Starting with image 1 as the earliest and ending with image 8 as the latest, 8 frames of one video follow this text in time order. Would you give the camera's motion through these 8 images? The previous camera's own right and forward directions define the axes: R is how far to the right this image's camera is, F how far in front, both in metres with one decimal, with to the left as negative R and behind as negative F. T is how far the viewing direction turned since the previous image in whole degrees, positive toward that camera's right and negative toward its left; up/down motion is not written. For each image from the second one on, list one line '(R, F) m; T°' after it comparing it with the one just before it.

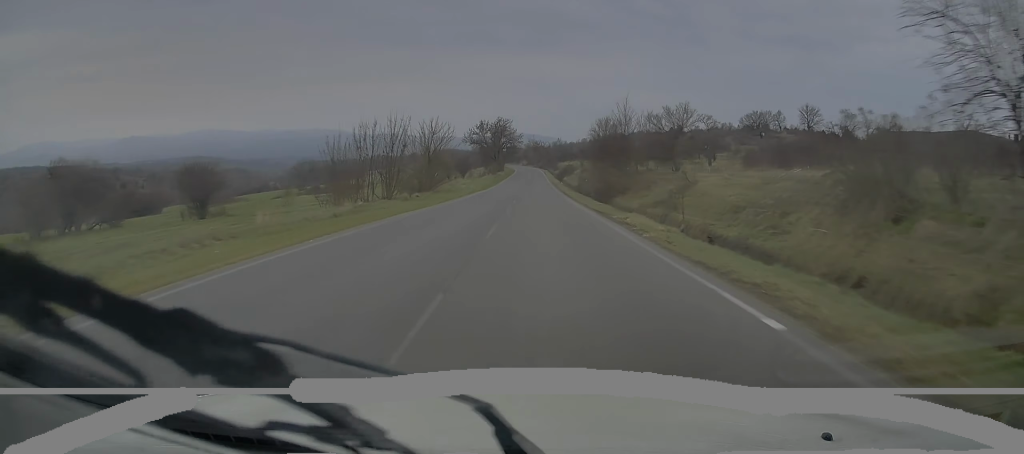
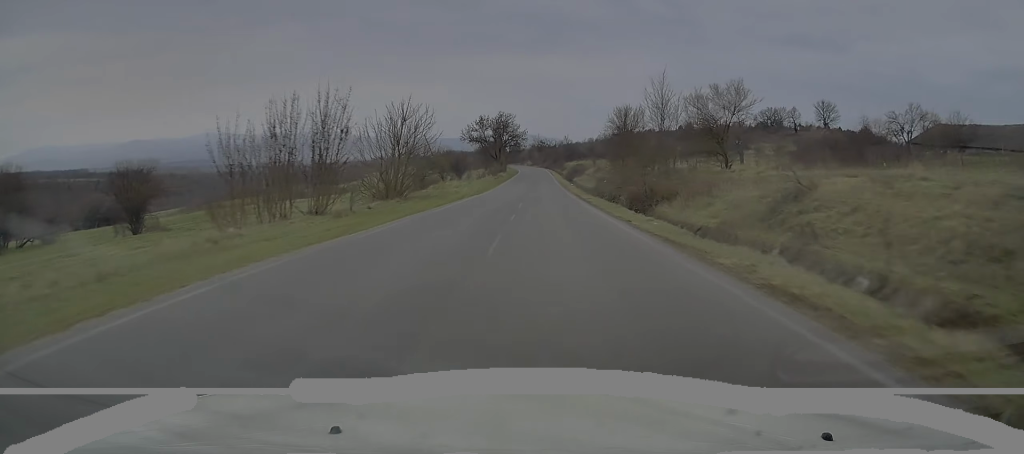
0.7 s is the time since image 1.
(+0.1, +11.8) m; 0°
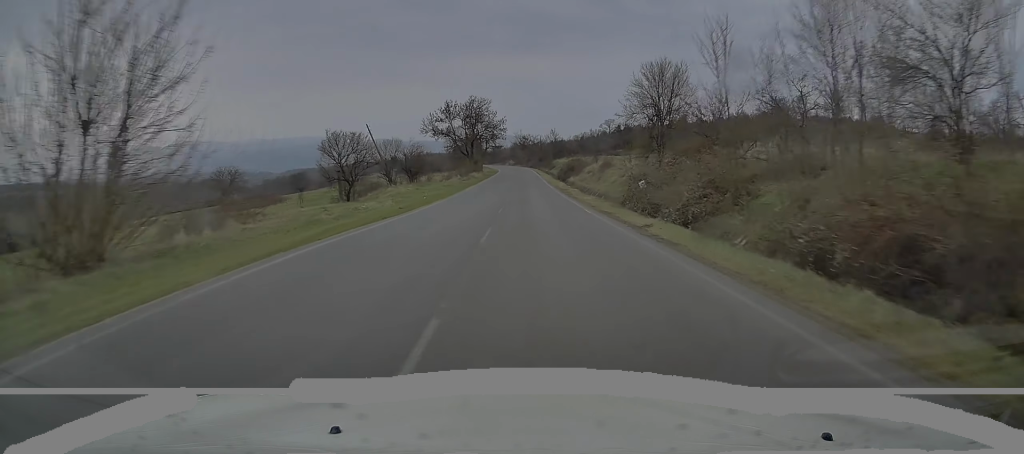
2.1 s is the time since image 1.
(0.0, +23.9) m; +1°
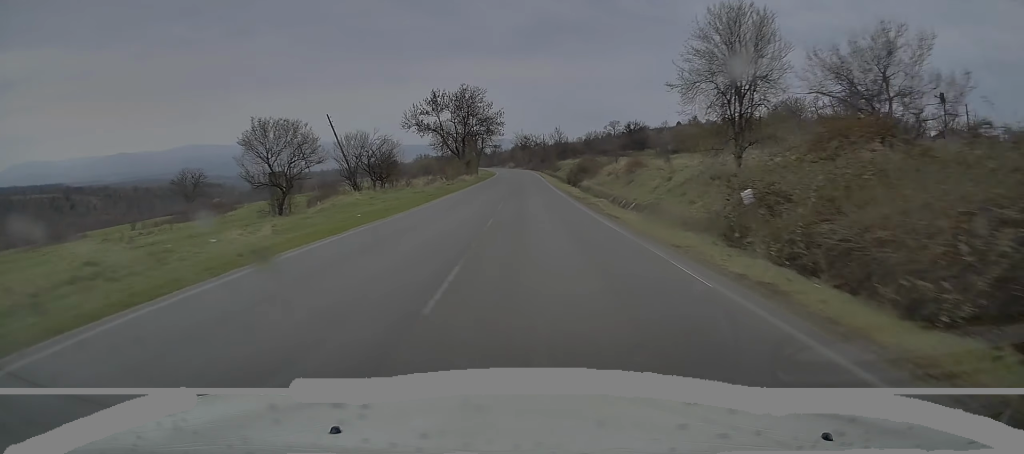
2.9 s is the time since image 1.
(+0.1, +15.0) m; +1°
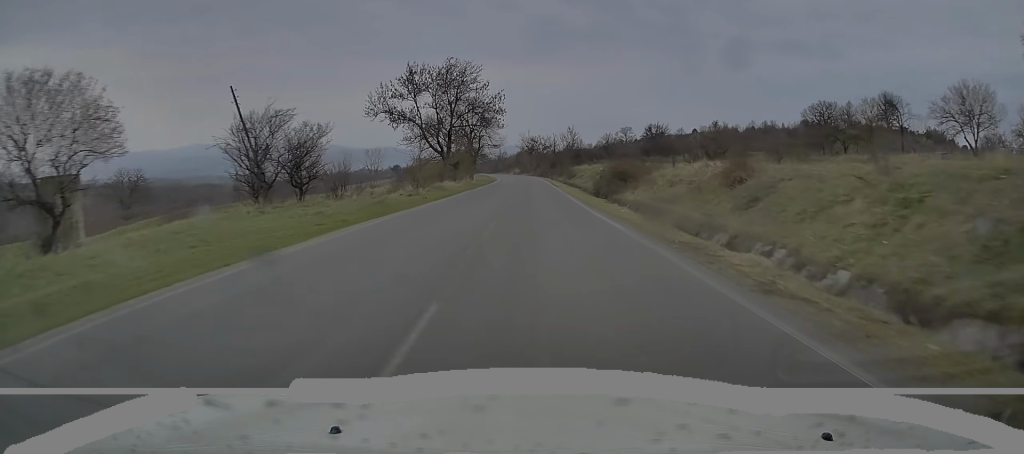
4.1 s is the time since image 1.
(+0.1, +19.5) m; 0°
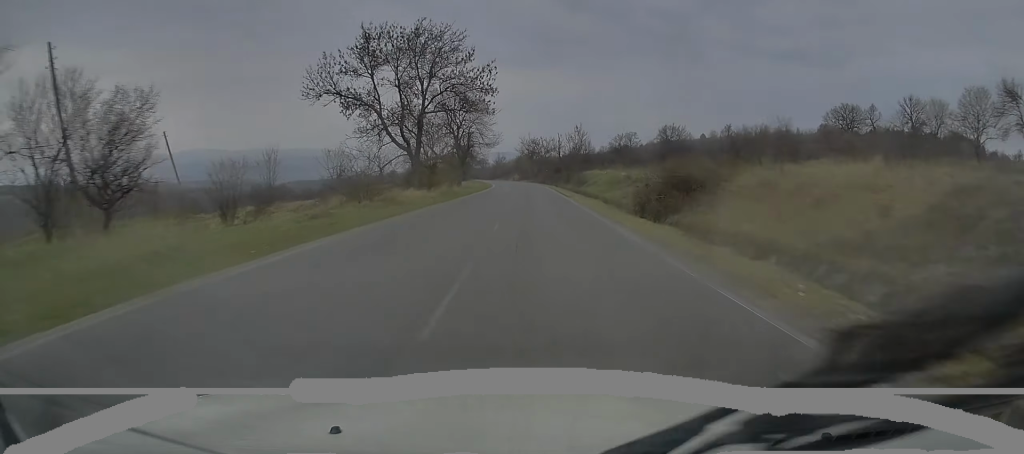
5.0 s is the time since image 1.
(-0.1, +16.1) m; -1°
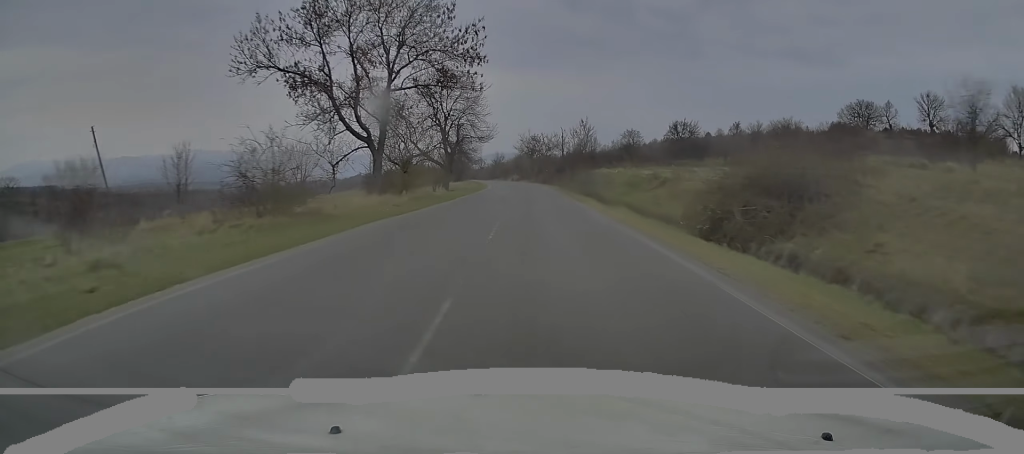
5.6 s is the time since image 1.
(-0.1, +9.7) m; 0°
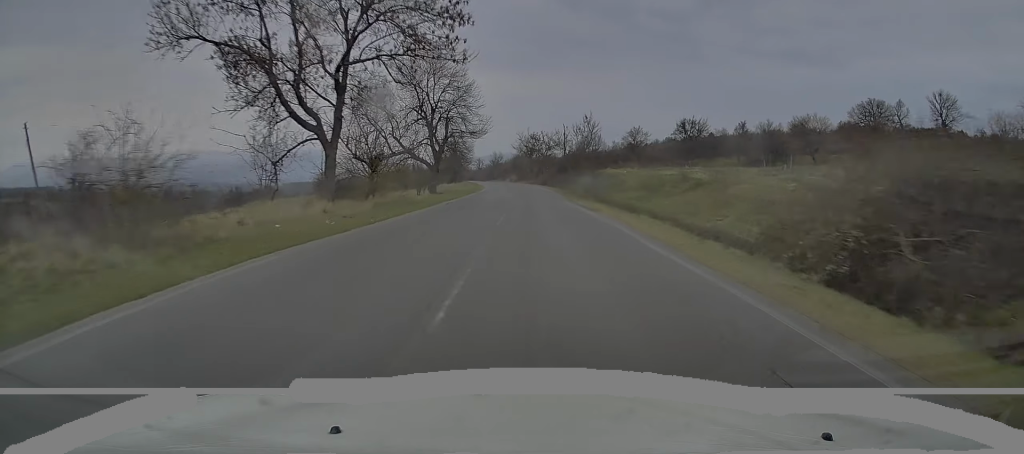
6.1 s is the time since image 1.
(-0.1, +7.7) m; 0°
